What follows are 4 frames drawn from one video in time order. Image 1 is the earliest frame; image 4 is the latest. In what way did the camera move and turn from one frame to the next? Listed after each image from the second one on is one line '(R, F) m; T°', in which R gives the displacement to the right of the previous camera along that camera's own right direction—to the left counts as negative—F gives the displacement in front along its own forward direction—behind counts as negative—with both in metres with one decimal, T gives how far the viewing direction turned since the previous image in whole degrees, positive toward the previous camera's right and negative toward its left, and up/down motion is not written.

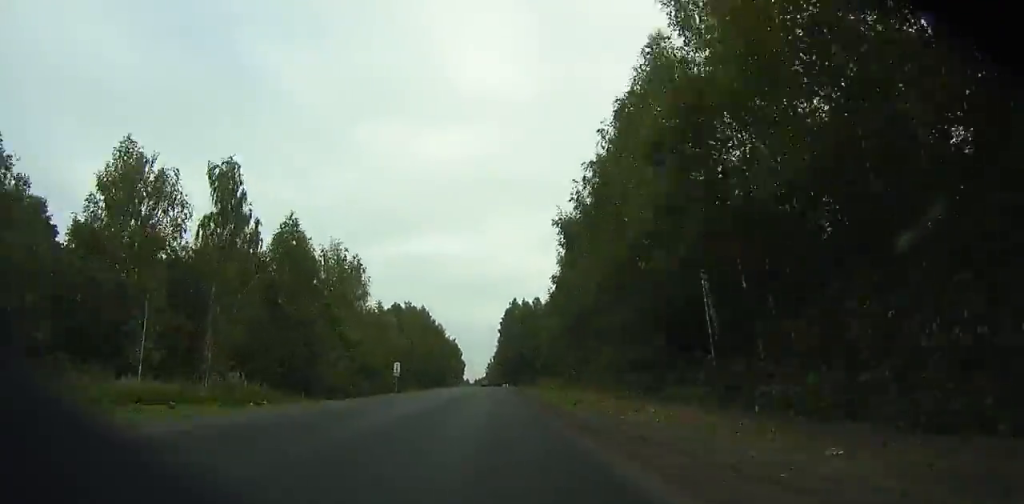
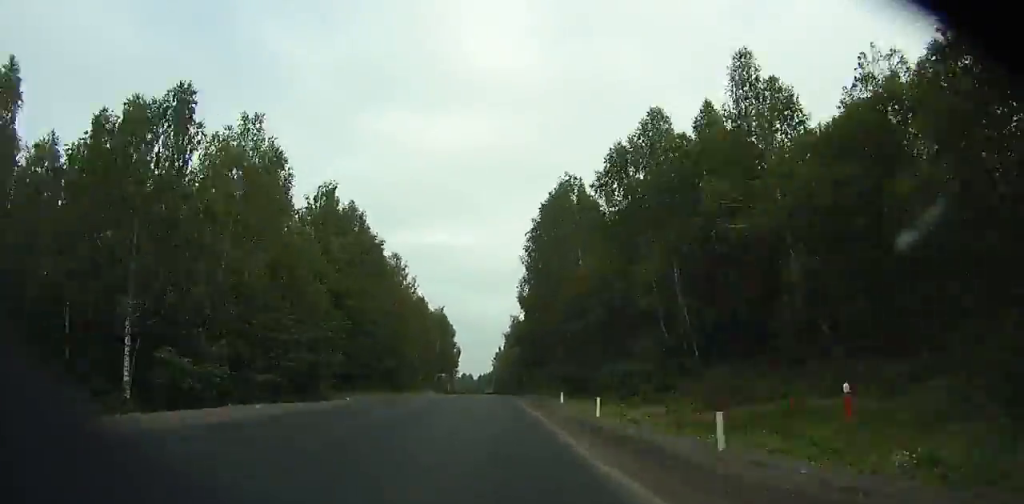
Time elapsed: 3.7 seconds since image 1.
(-0.9, +92.0) m; -1°
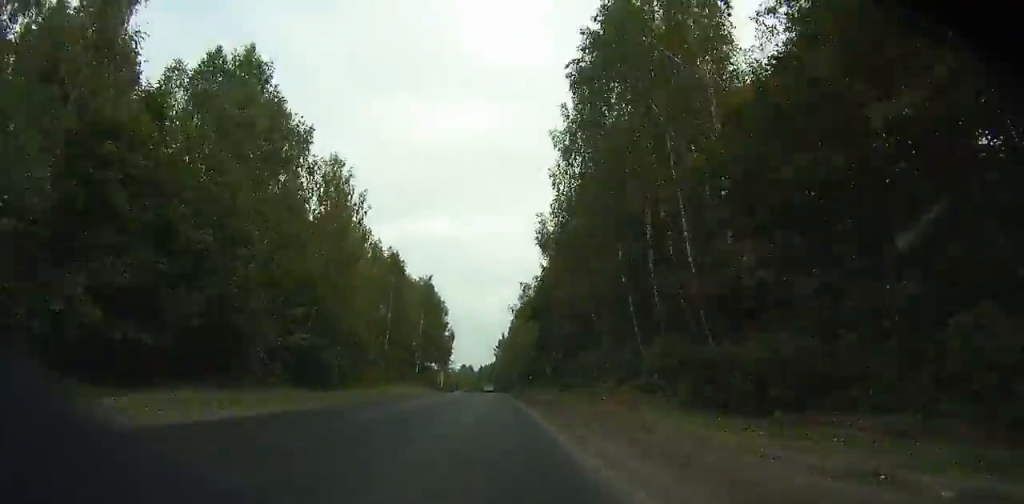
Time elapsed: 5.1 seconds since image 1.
(0.0, +34.7) m; 0°
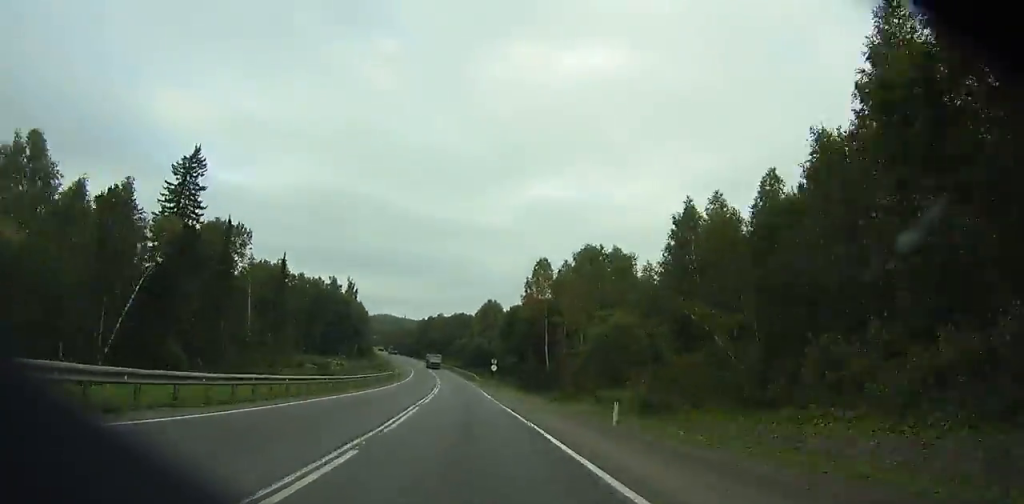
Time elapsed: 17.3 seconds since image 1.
(-14.0, +297.2) m; -11°
